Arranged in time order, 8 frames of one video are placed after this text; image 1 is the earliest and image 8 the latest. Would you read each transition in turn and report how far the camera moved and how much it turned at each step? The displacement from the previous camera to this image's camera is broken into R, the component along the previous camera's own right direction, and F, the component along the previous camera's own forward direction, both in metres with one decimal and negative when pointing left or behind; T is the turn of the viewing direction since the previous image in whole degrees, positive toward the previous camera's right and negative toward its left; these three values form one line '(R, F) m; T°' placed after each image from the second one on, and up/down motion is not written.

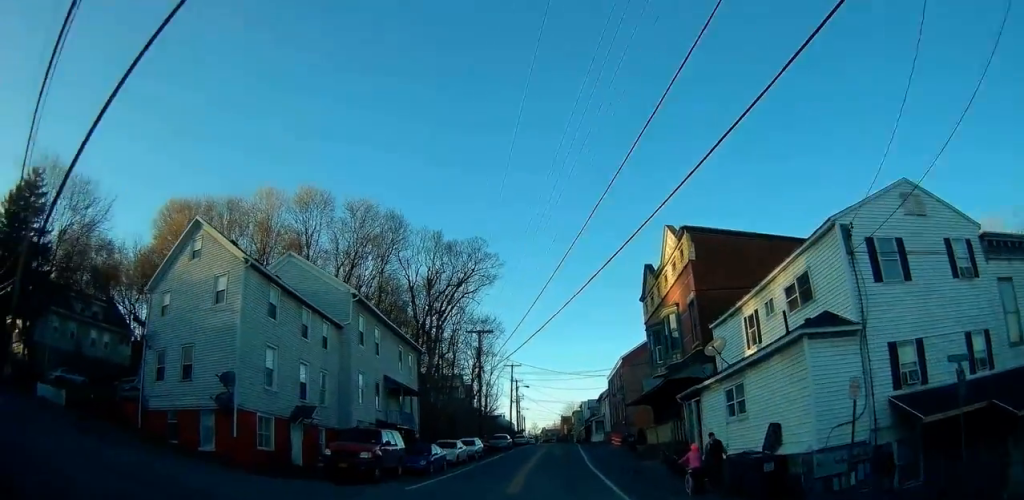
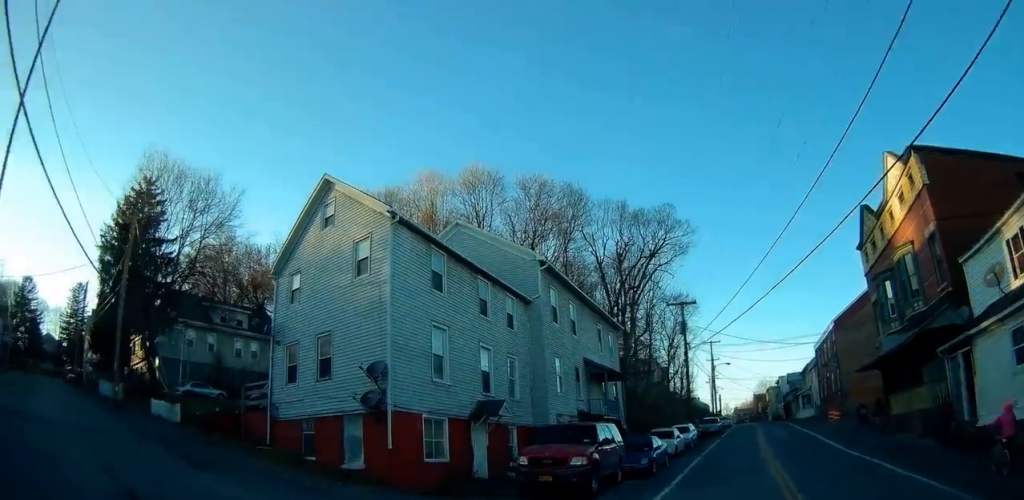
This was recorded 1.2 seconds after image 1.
(-0.2, +6.2) m; -16°
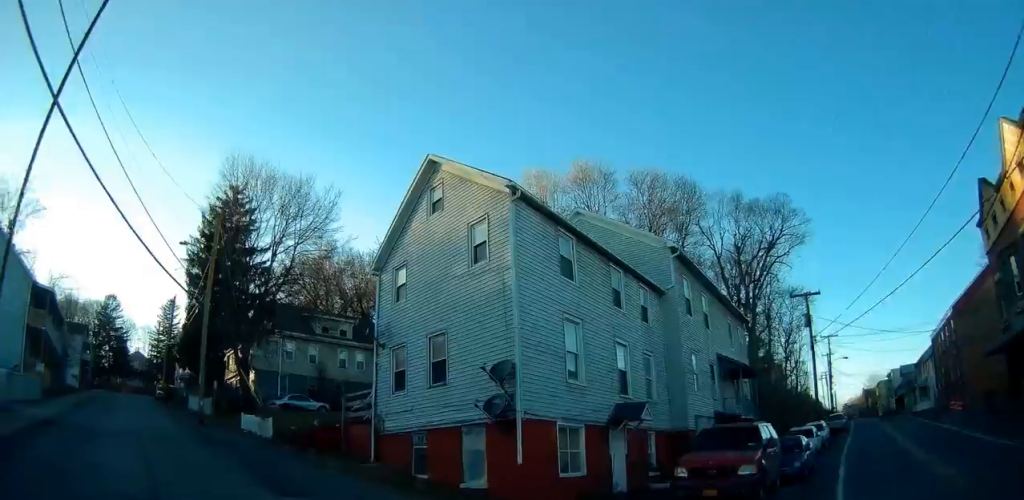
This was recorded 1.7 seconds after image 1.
(-0.3, +2.4) m; -11°
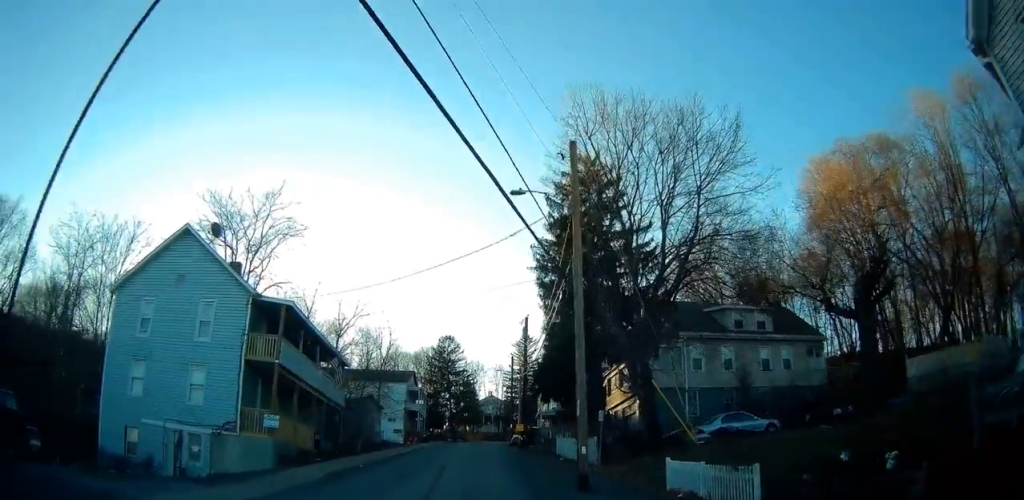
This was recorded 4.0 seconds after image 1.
(-5.0, +11.7) m; -34°
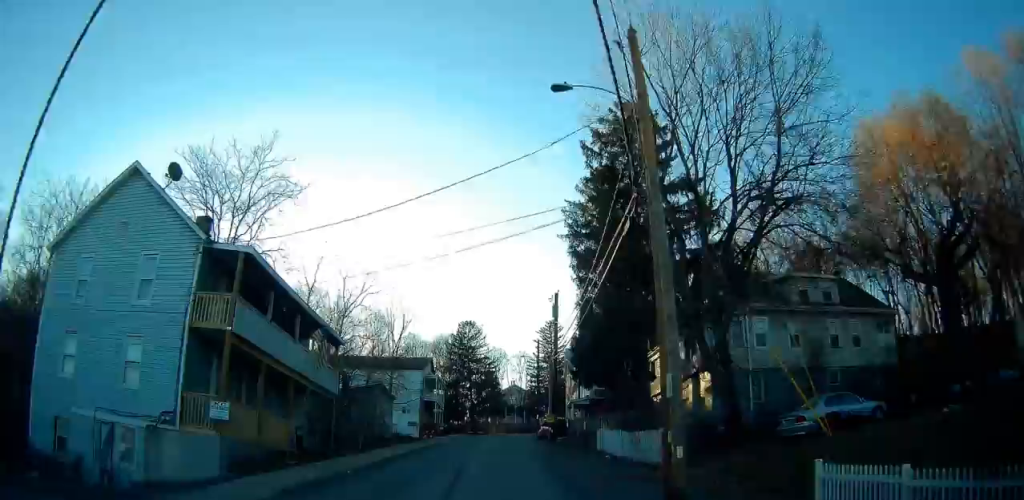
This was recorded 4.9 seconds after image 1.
(-0.2, +5.7) m; -4°
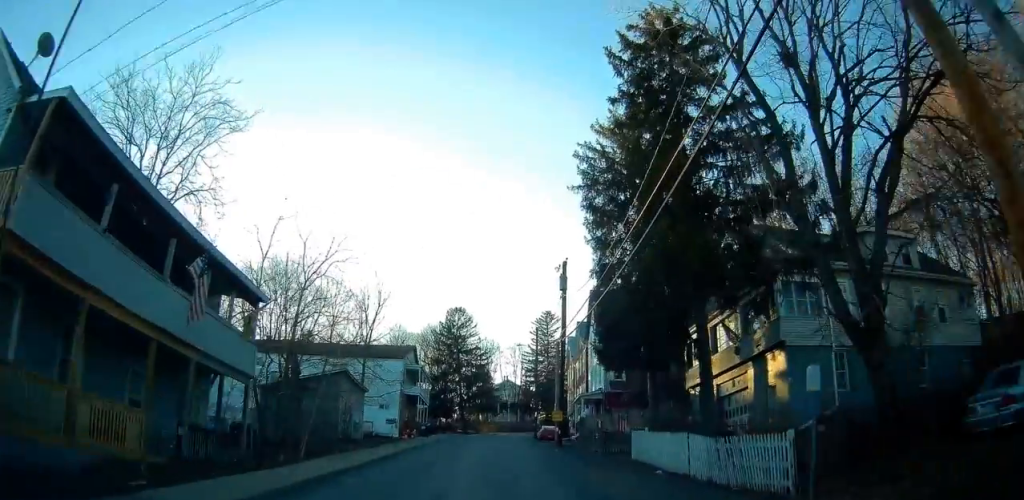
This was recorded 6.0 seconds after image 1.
(-0.2, +8.2) m; -2°
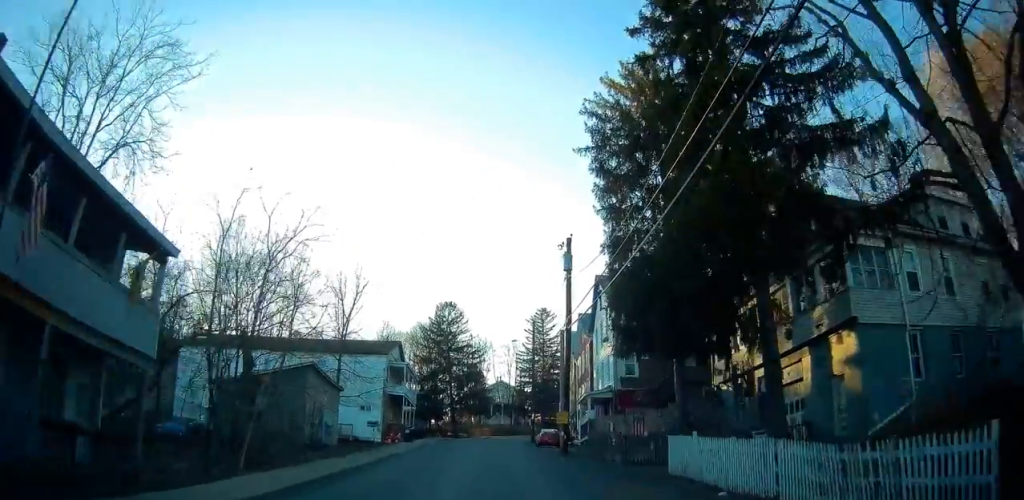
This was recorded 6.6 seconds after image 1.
(-0.1, +5.0) m; 0°
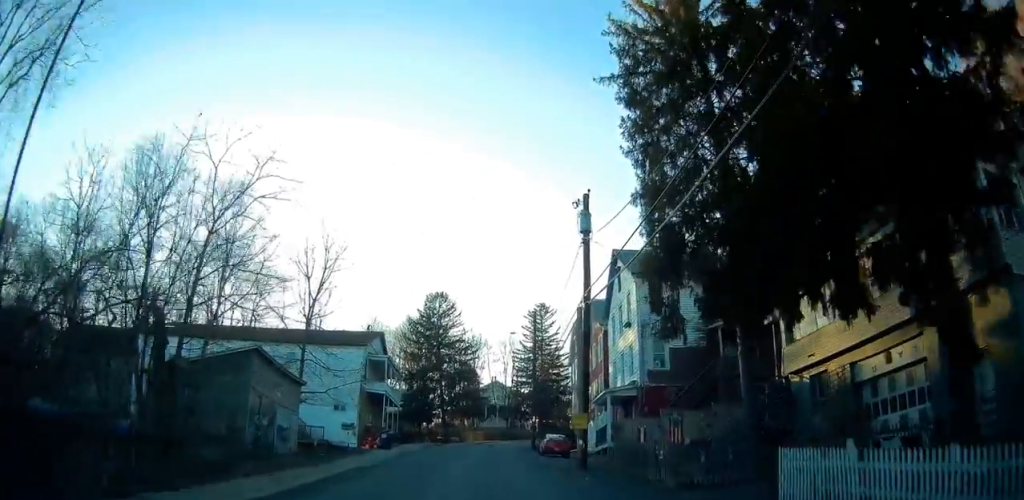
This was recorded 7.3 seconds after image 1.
(-0.1, +6.6) m; +2°
